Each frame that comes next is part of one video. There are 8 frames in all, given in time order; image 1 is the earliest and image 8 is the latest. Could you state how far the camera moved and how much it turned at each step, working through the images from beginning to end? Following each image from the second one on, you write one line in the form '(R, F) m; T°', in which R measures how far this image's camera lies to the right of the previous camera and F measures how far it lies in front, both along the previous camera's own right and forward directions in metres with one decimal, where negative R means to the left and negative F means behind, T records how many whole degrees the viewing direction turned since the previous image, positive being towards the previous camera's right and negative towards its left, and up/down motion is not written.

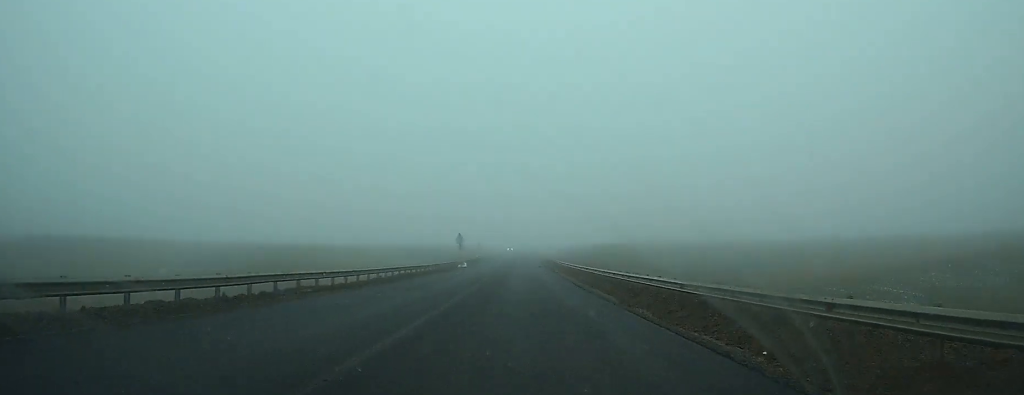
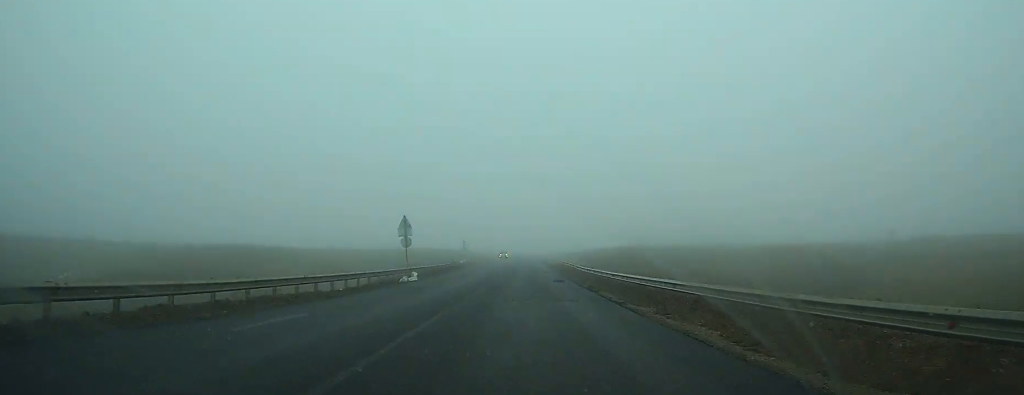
(-0.1, +35.5) m; 0°
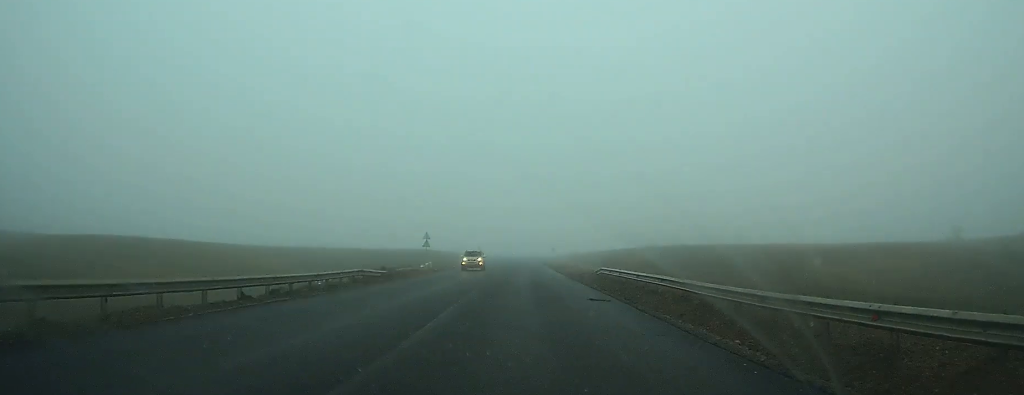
(0.0, +35.2) m; 0°
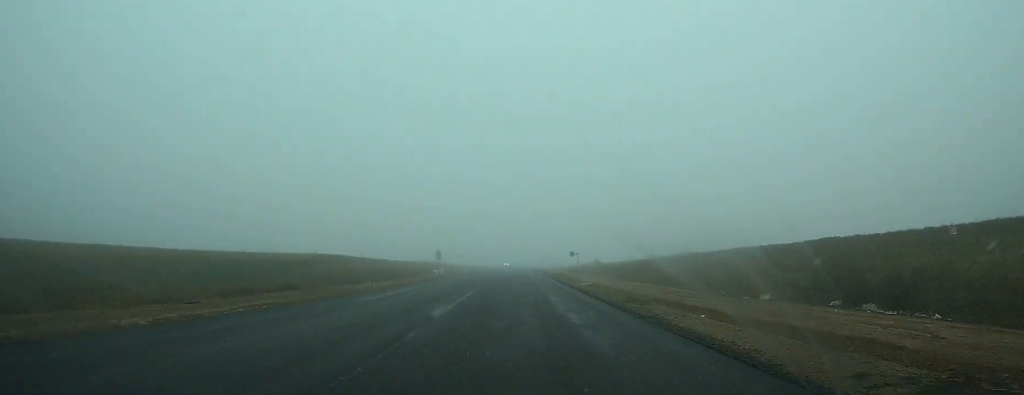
(+0.3, +67.1) m; 0°
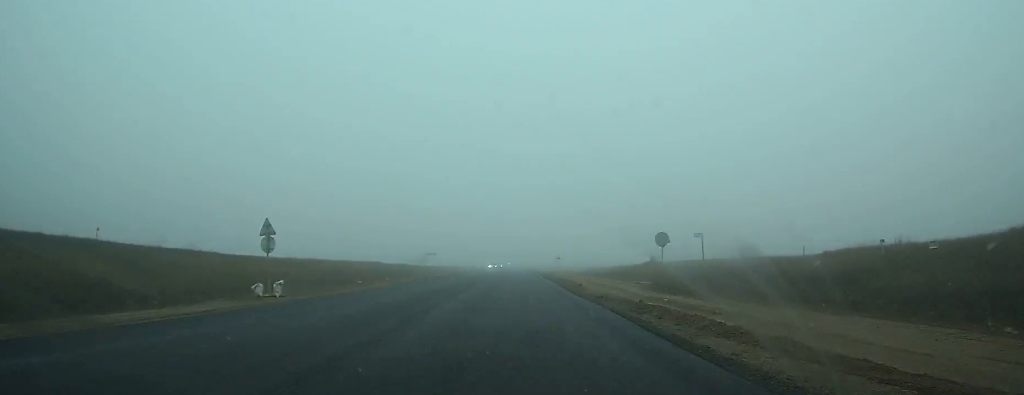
(0.0, +54.7) m; 0°
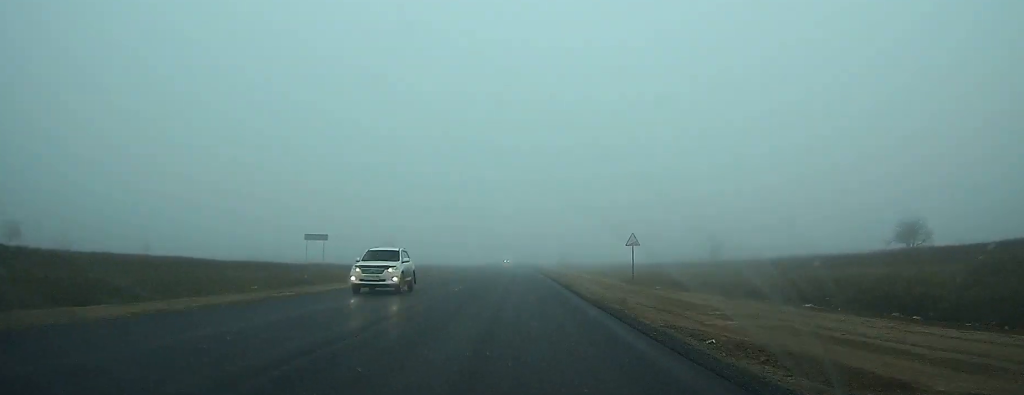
(-0.2, +65.4) m; 0°
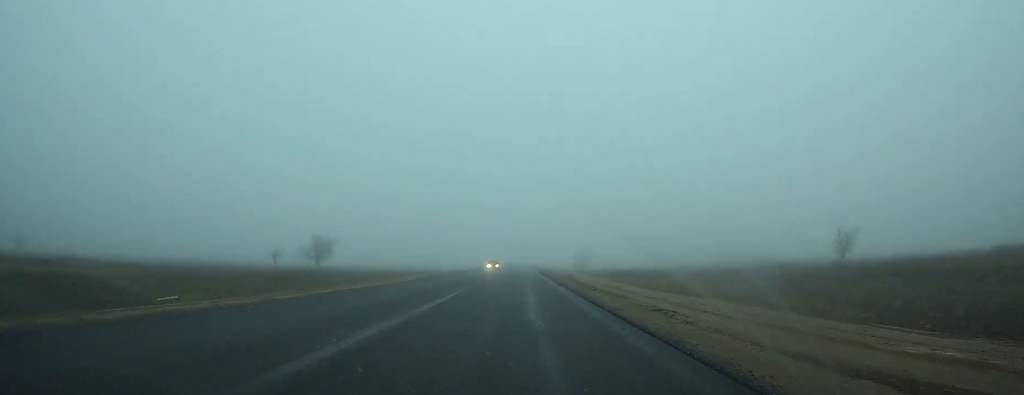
(-0.1, +59.1) m; 0°
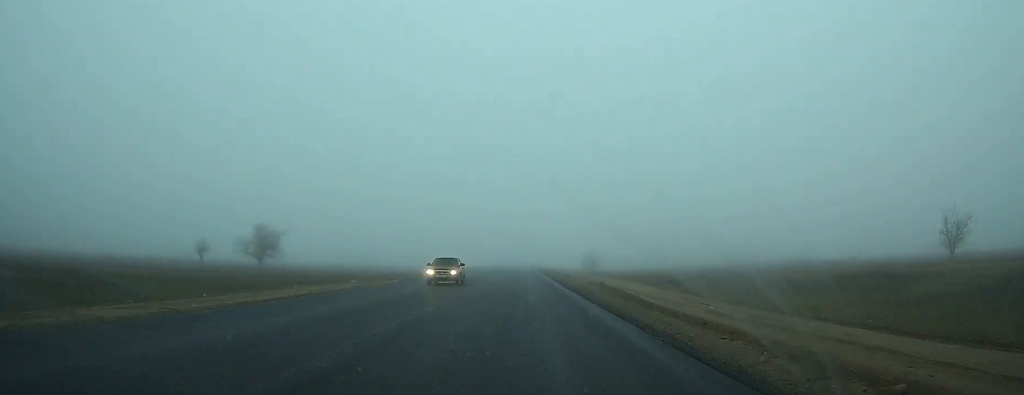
(0.0, +26.9) m; 0°
